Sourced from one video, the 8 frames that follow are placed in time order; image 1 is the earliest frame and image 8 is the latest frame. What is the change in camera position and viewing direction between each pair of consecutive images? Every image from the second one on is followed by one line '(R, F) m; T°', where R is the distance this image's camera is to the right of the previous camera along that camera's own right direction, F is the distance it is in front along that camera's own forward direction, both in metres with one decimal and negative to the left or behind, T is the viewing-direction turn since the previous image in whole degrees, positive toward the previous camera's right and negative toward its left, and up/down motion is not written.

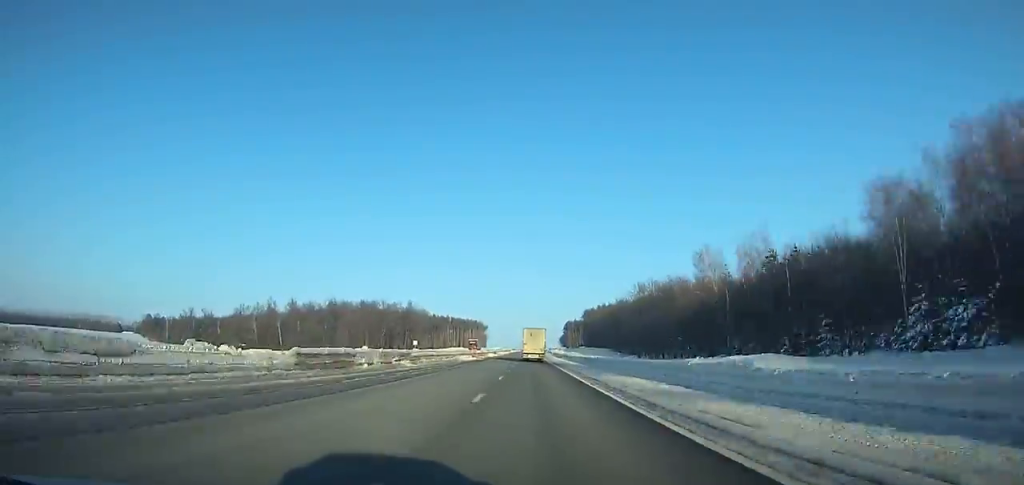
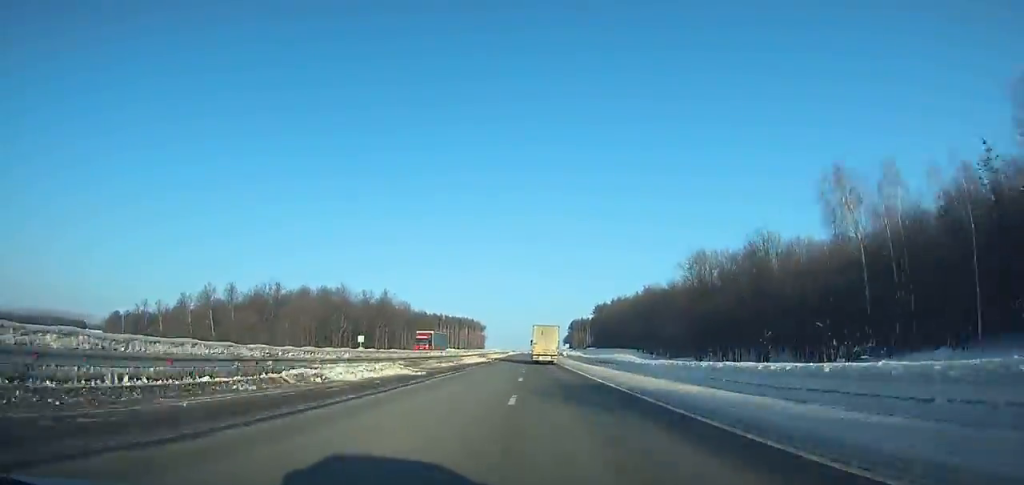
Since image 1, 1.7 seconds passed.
(-0.3, +48.5) m; 0°
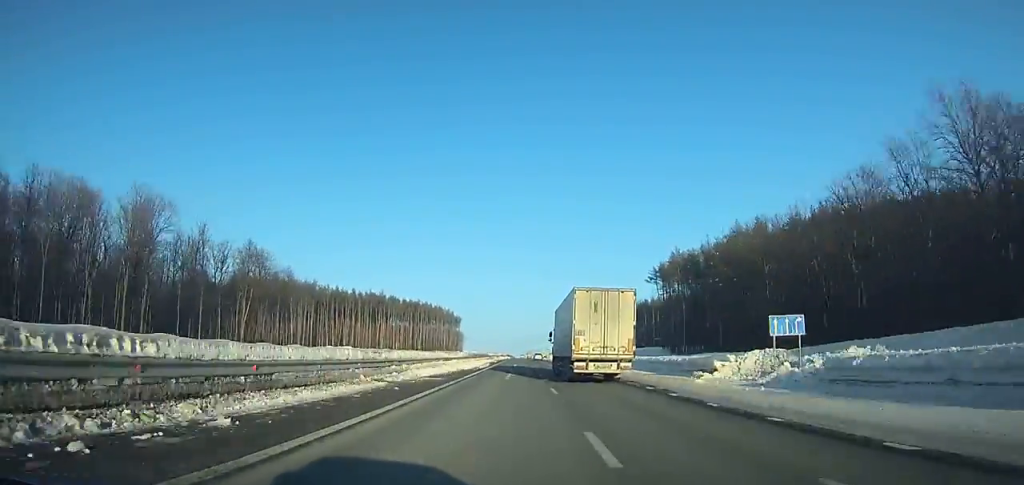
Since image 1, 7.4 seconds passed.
(+1.0, +164.4) m; 0°
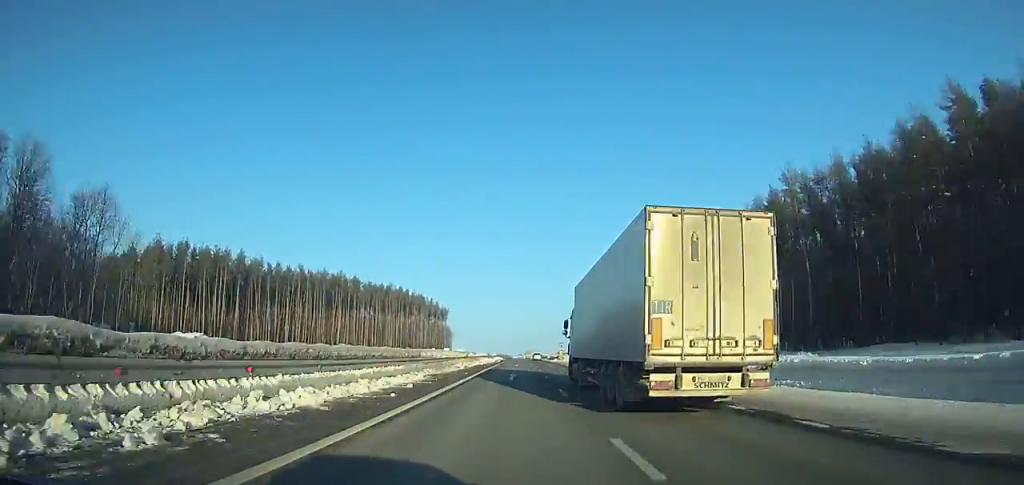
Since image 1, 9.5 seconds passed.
(+0.1, +60.7) m; 0°
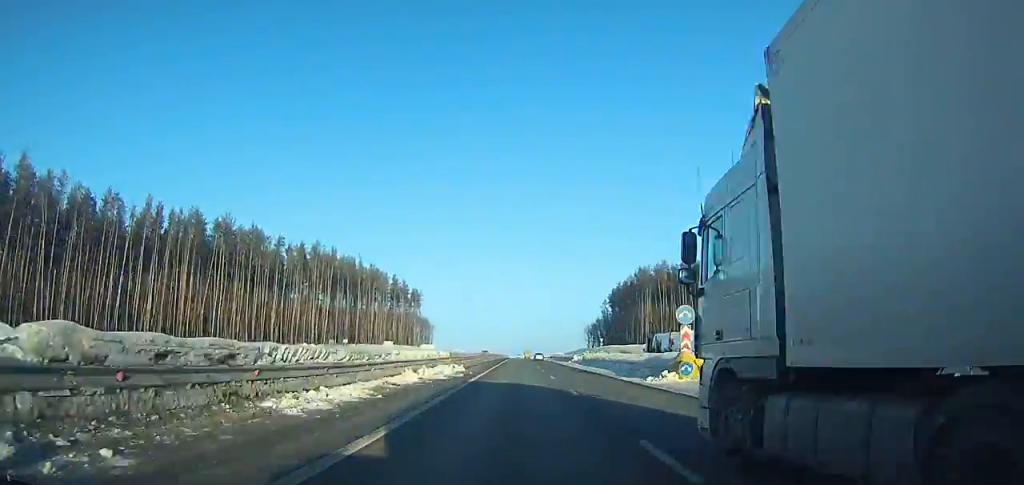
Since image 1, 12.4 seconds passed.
(+0.1, +83.3) m; 0°
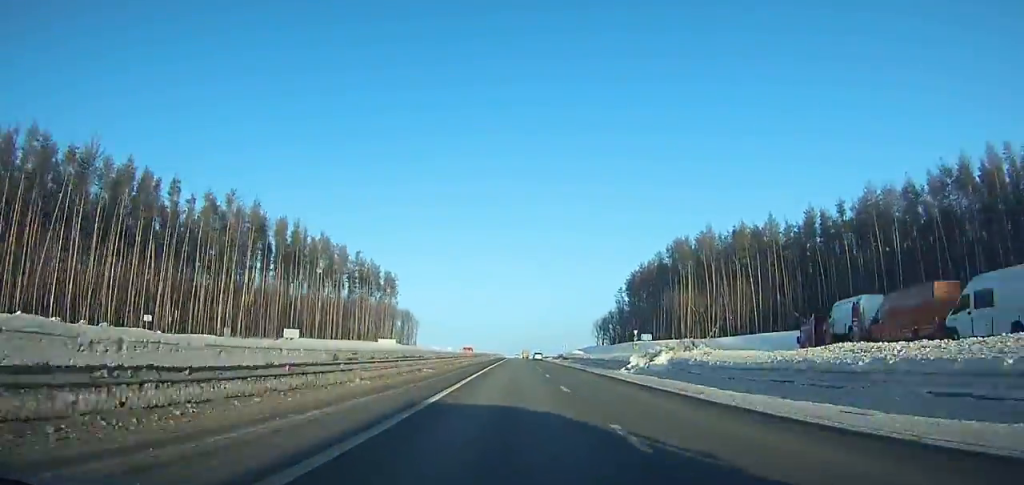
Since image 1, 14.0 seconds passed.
(-0.1, +45.6) m; 0°
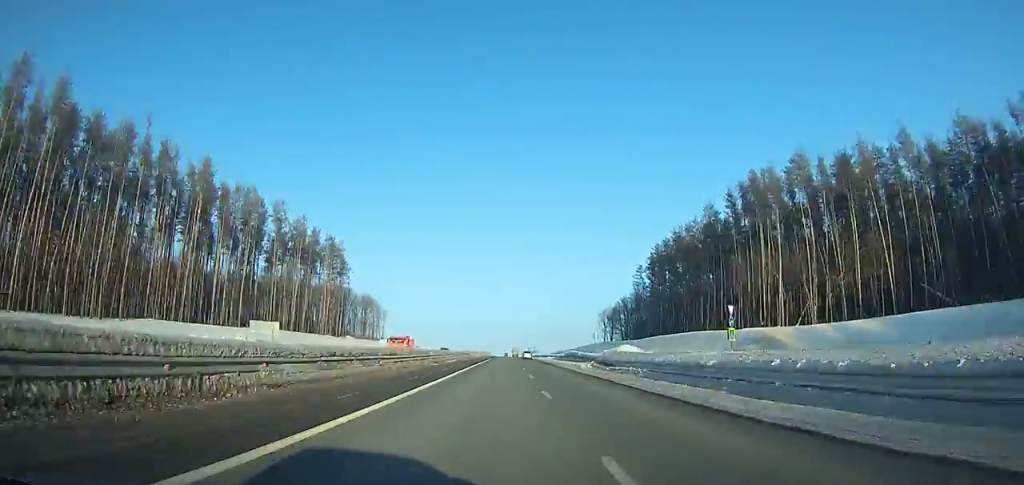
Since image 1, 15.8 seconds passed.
(+0.5, +50.5) m; 0°
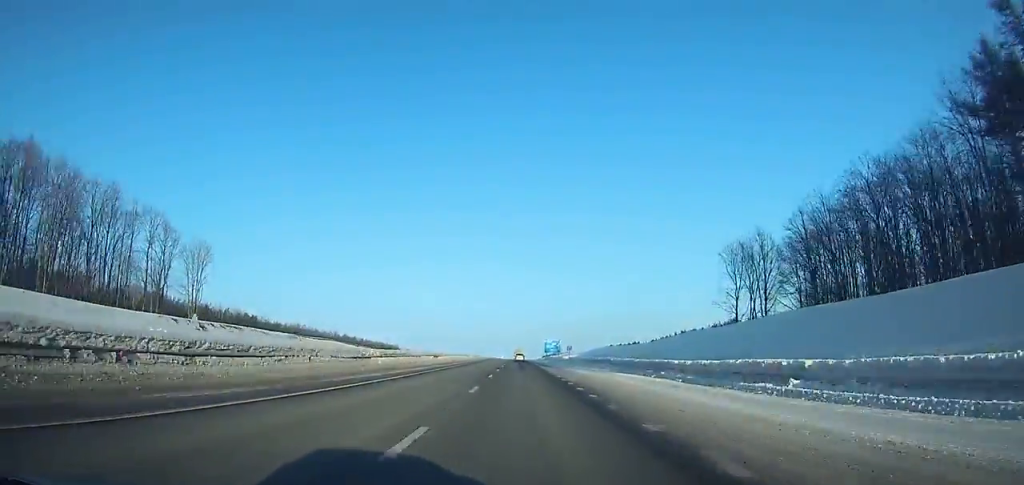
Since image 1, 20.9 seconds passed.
(-0.3, +140.7) m; -1°
